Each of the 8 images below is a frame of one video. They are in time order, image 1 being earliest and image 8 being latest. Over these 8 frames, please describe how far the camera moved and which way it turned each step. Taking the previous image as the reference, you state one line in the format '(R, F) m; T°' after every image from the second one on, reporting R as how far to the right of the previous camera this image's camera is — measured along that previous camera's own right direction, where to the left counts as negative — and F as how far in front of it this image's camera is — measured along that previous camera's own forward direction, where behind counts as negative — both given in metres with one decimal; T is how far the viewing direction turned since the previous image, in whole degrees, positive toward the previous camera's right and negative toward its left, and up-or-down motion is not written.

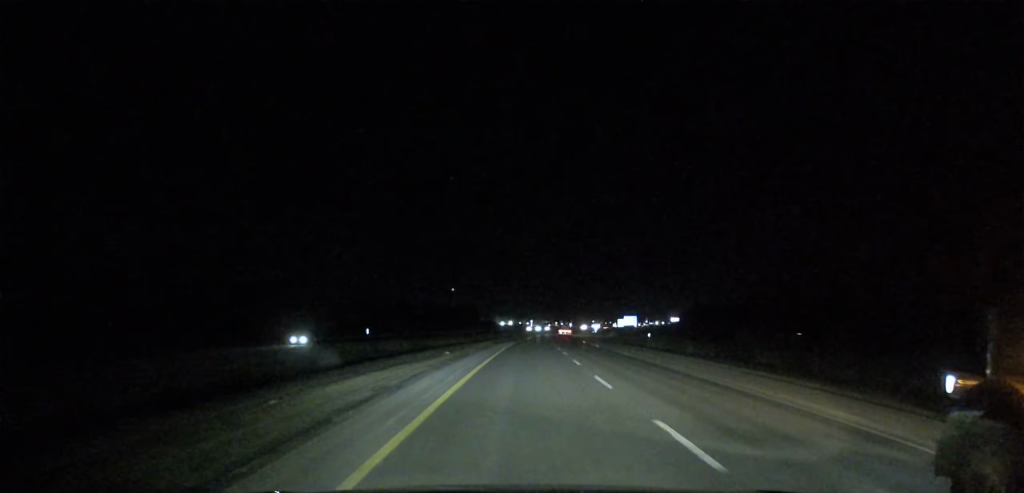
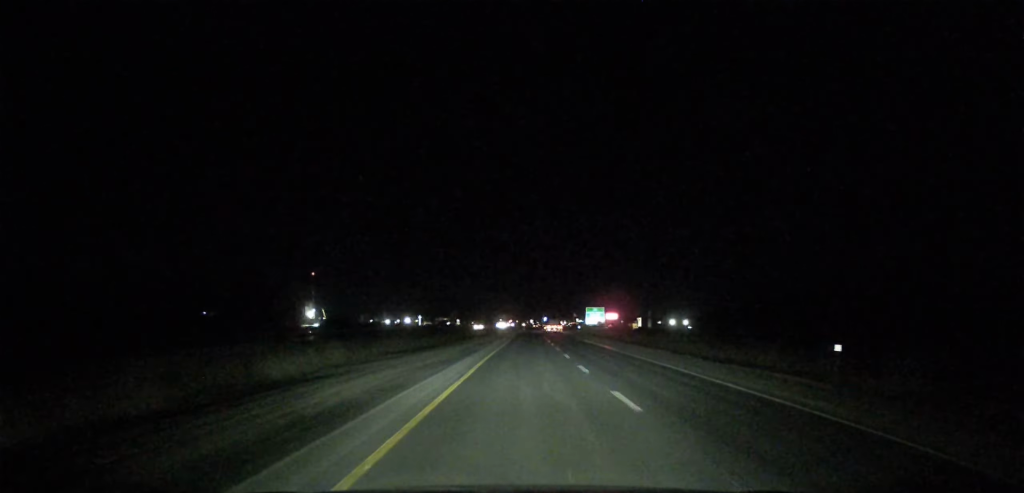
(+16.1, +241.1) m; +7°
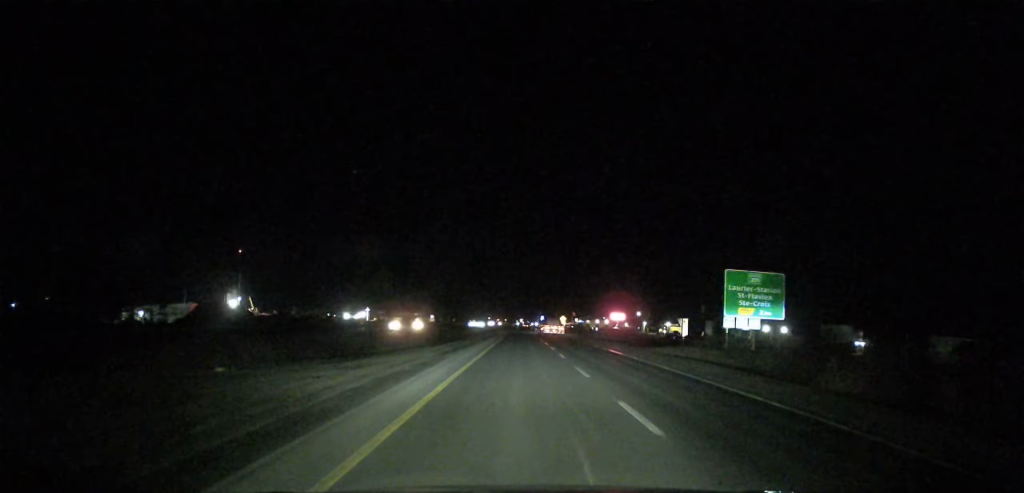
(+3.0, +139.0) m; +1°
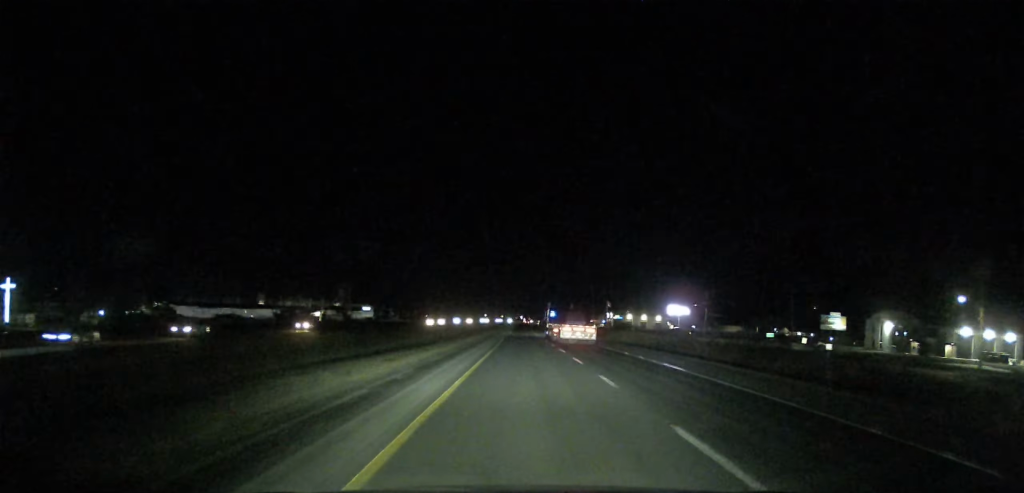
(+1.0, +265.5) m; 0°
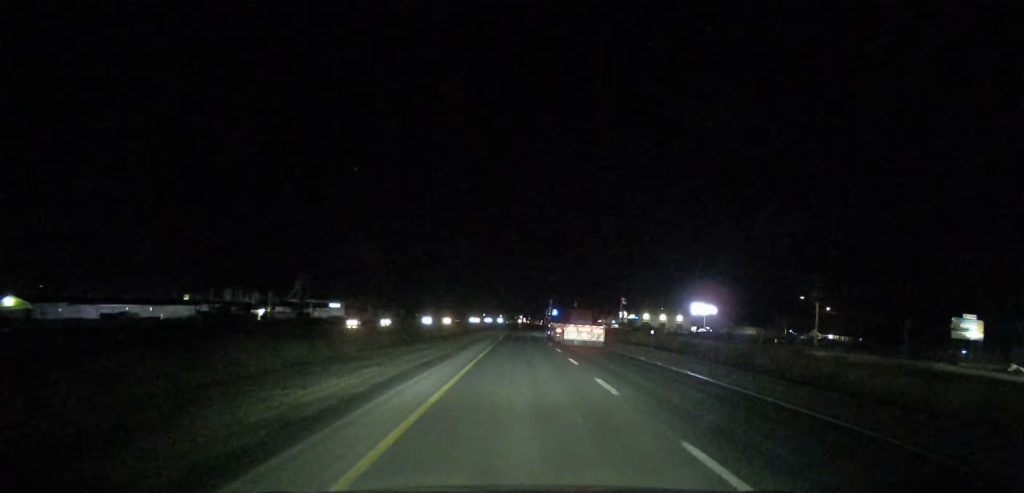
(0.0, +60.4) m; 0°
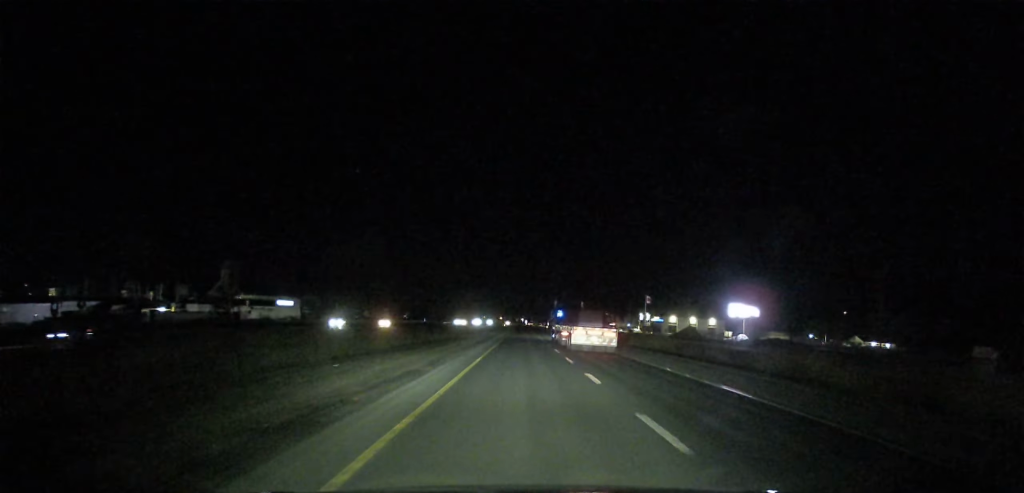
(0.0, +63.9) m; 0°
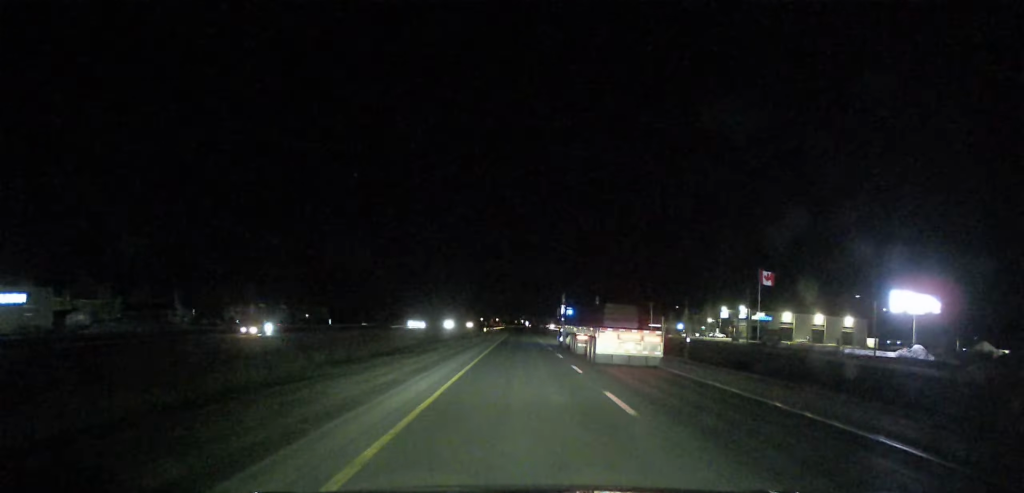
(+0.2, +131.8) m; 0°
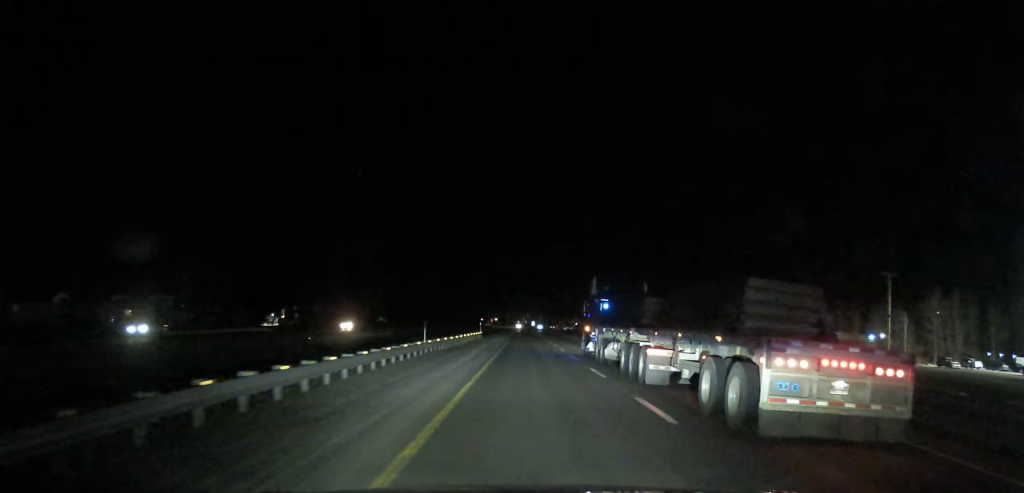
(-0.3, +121.2) m; 0°
